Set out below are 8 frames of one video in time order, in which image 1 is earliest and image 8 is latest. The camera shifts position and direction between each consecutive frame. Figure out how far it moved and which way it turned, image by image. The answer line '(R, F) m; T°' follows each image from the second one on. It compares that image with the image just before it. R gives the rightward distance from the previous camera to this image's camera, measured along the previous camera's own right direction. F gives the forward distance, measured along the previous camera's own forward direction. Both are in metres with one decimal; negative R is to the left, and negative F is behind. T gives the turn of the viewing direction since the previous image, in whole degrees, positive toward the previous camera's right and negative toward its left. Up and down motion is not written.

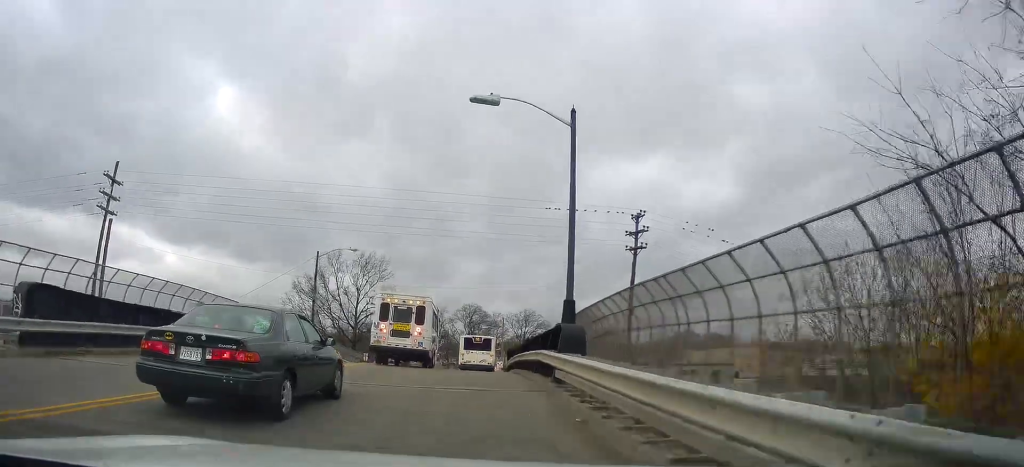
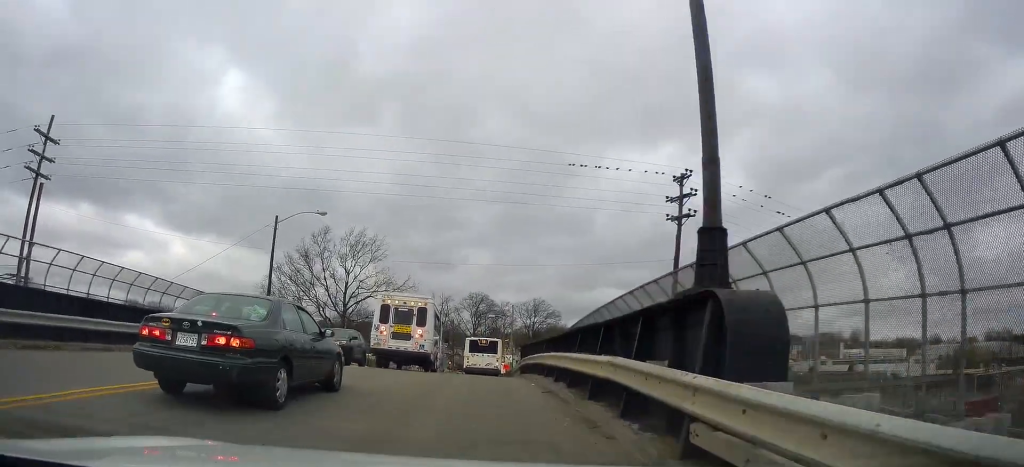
(0.0, +9.2) m; -2°
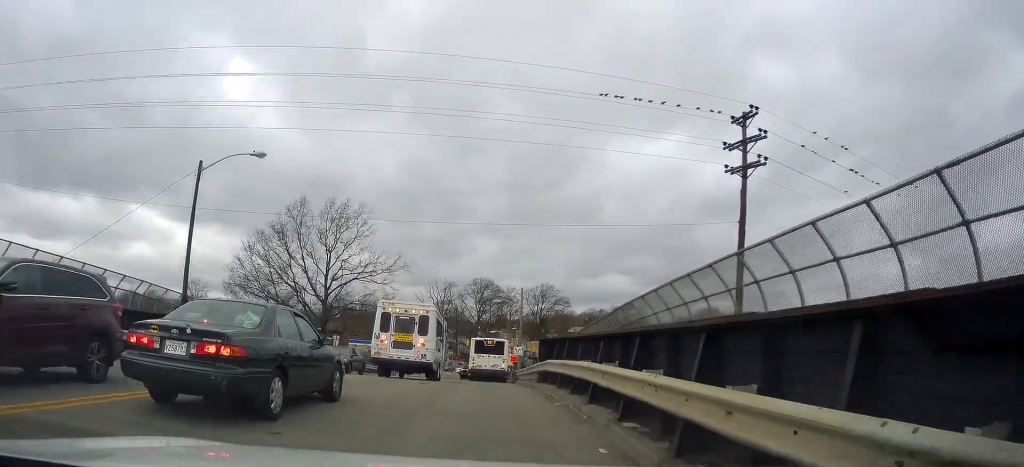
(-0.3, +9.0) m; -3°
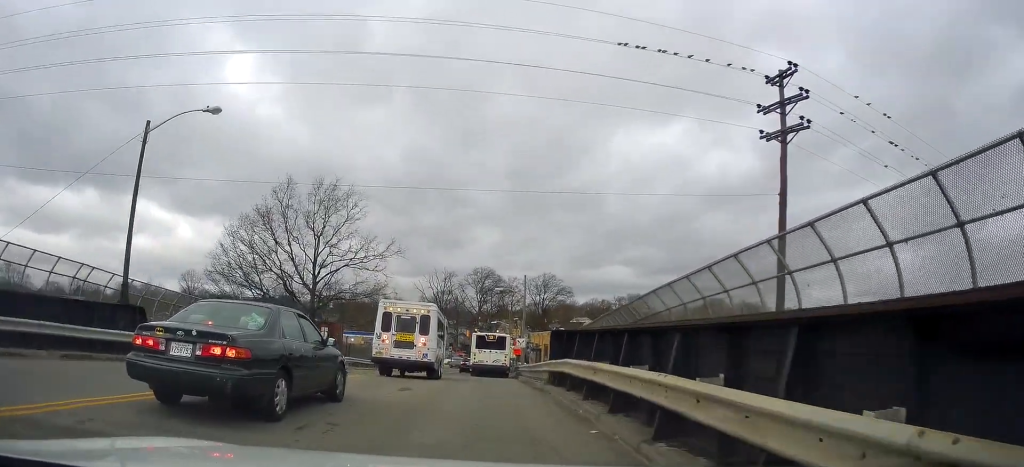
(+0.1, +4.1) m; -1°
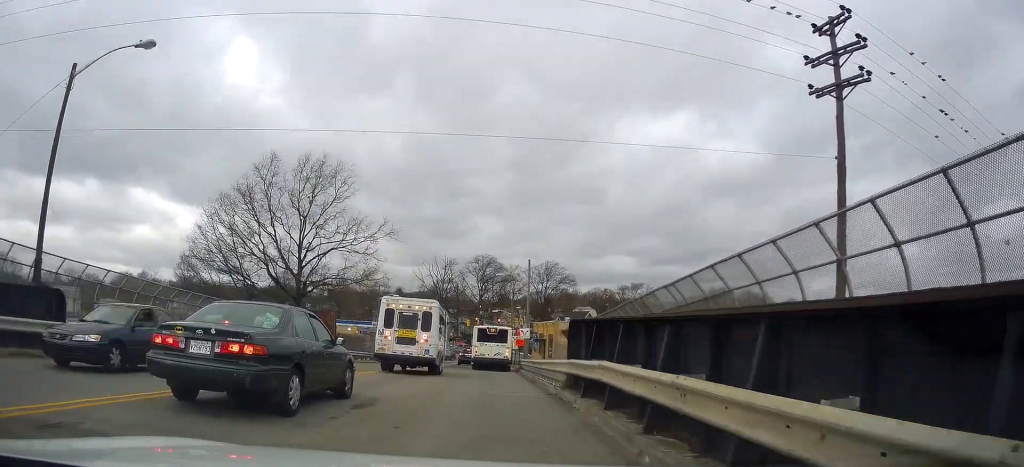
(-0.2, +4.3) m; +1°
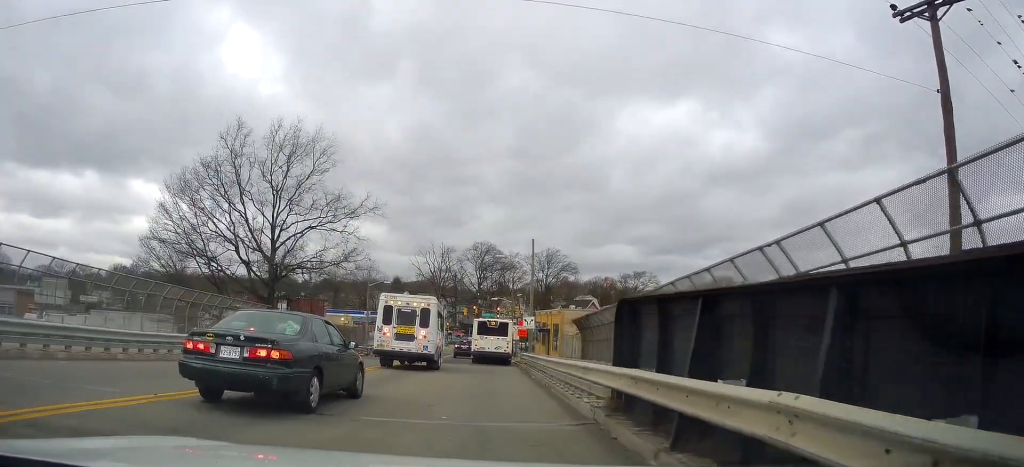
(+0.1, +5.9) m; +2°
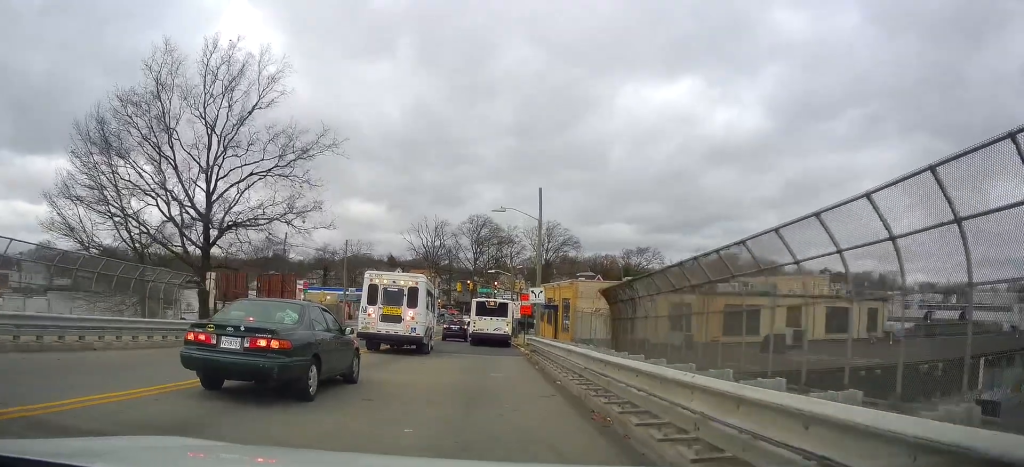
(+0.3, +9.2) m; +1°
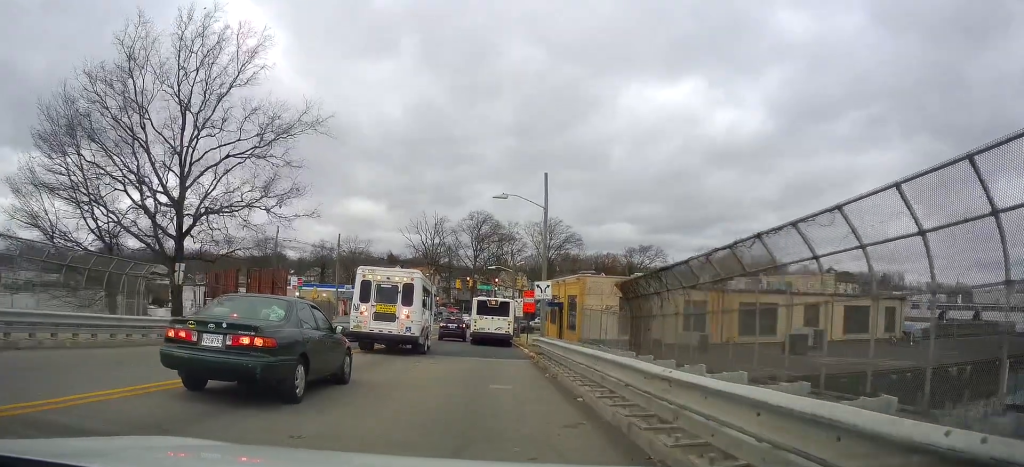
(0.0, +3.1) m; -2°
